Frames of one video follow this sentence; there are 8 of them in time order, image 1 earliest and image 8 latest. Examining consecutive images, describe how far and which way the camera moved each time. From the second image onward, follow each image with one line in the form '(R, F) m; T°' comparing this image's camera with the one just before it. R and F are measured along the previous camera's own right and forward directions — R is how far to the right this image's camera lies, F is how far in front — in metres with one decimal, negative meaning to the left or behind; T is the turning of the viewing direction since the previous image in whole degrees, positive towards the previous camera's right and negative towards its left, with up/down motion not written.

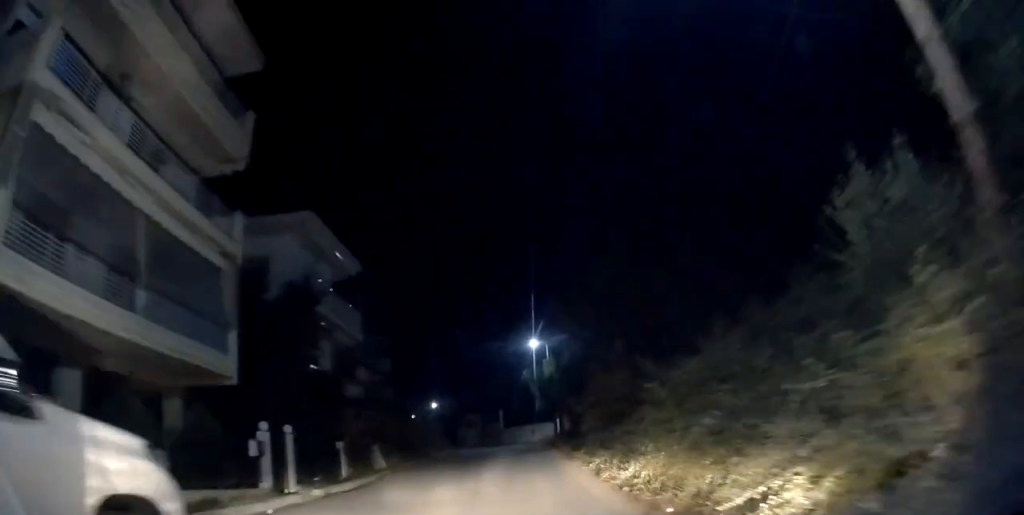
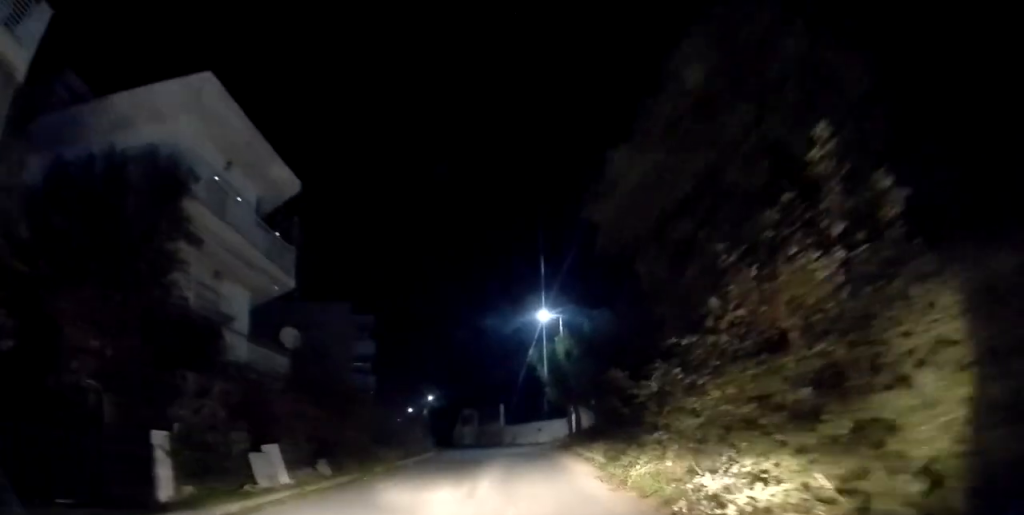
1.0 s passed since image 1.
(+0.1, +7.9) m; +4°
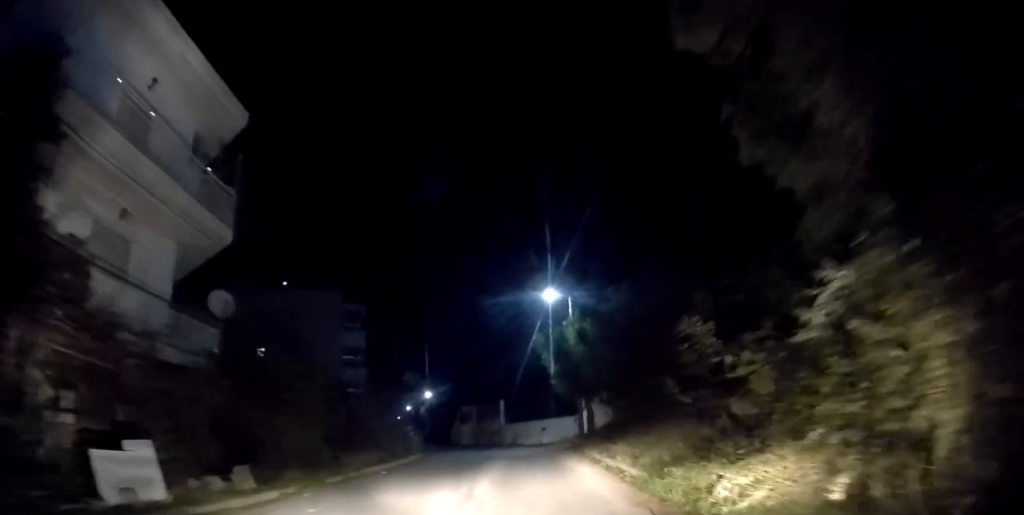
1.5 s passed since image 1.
(+0.1, +4.2) m; 0°
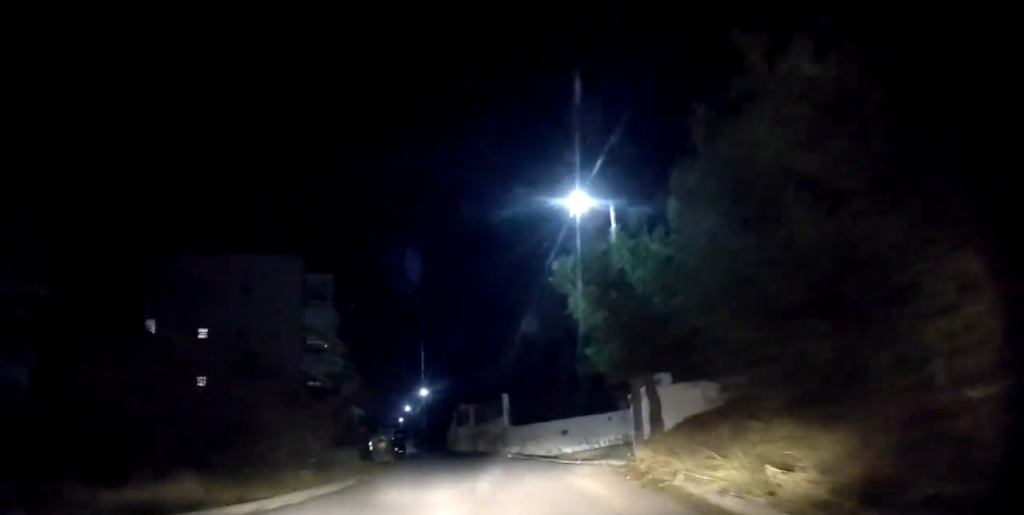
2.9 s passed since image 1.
(-0.4, +10.9) m; -5°
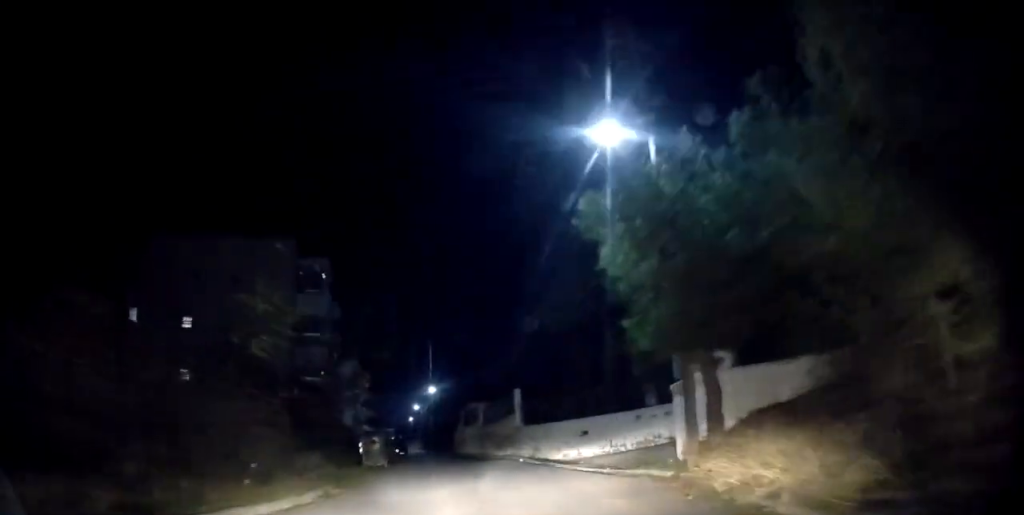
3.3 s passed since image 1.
(-0.1, +3.4) m; -1°
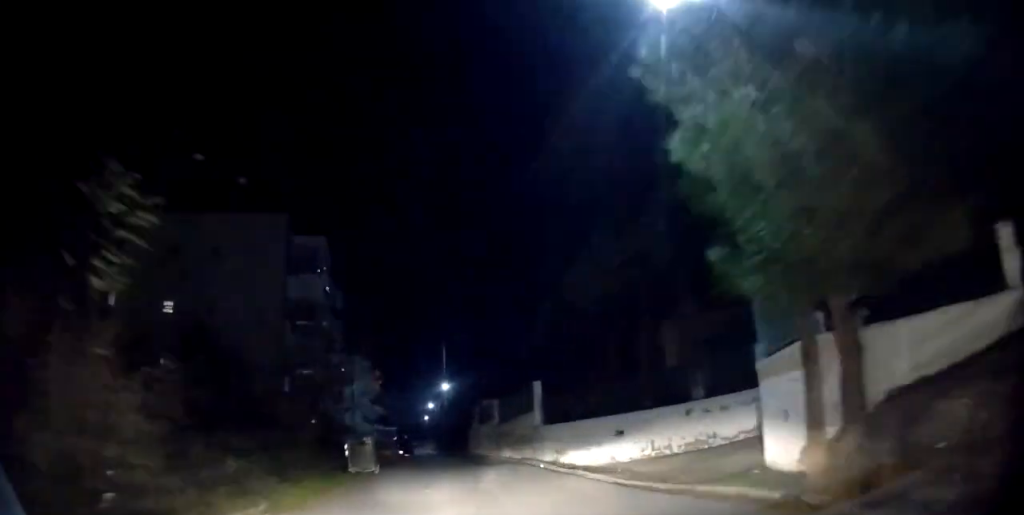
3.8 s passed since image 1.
(0.0, +3.7) m; +1°
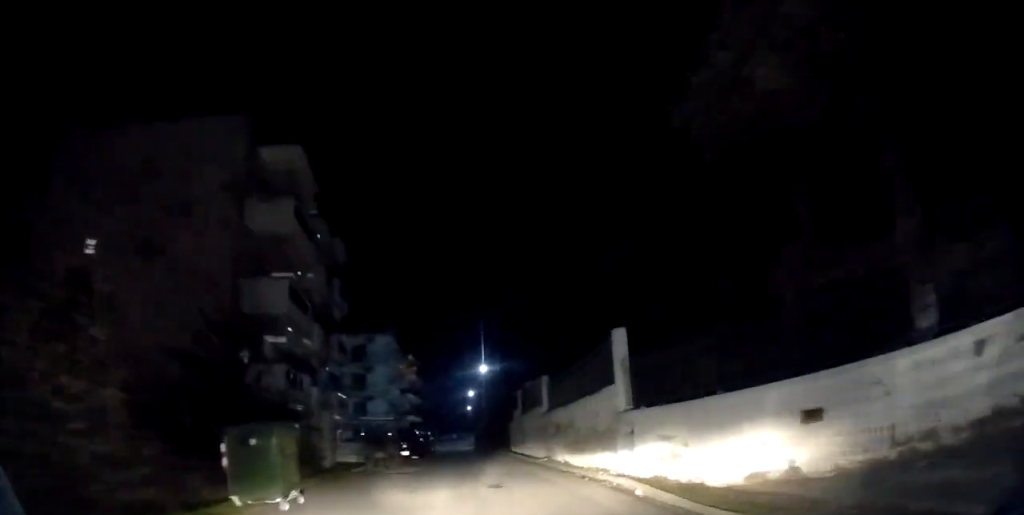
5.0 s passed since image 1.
(+0.3, +8.9) m; -2°
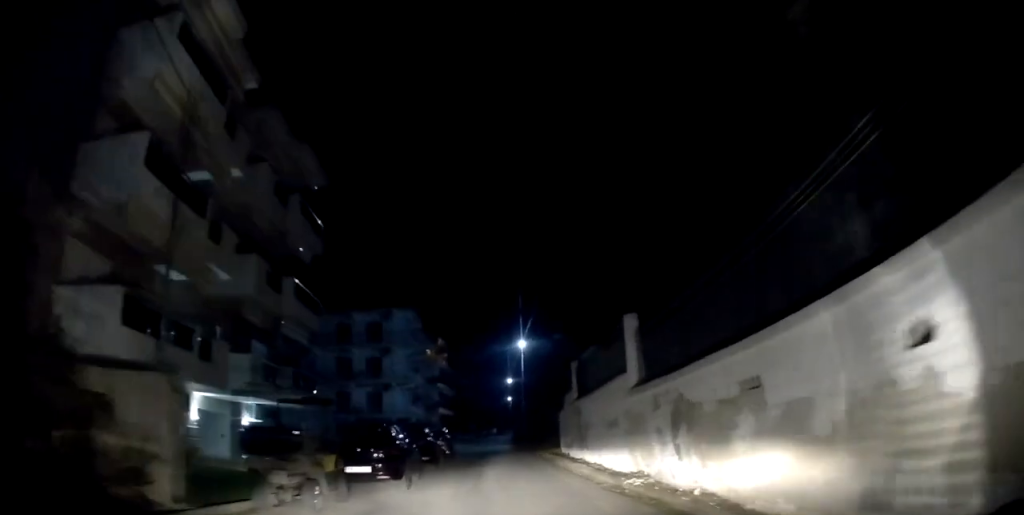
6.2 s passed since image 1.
(-0.9, +10.1) m; -7°
